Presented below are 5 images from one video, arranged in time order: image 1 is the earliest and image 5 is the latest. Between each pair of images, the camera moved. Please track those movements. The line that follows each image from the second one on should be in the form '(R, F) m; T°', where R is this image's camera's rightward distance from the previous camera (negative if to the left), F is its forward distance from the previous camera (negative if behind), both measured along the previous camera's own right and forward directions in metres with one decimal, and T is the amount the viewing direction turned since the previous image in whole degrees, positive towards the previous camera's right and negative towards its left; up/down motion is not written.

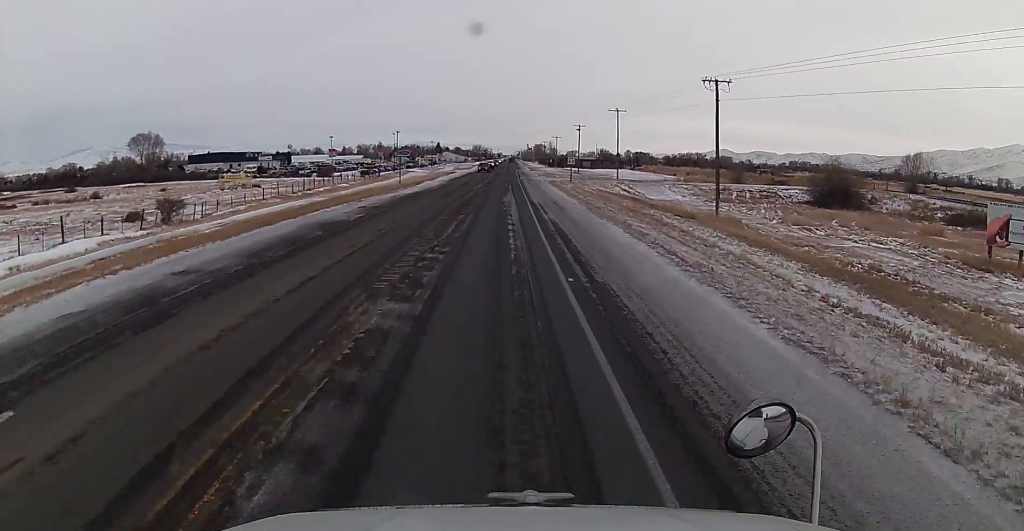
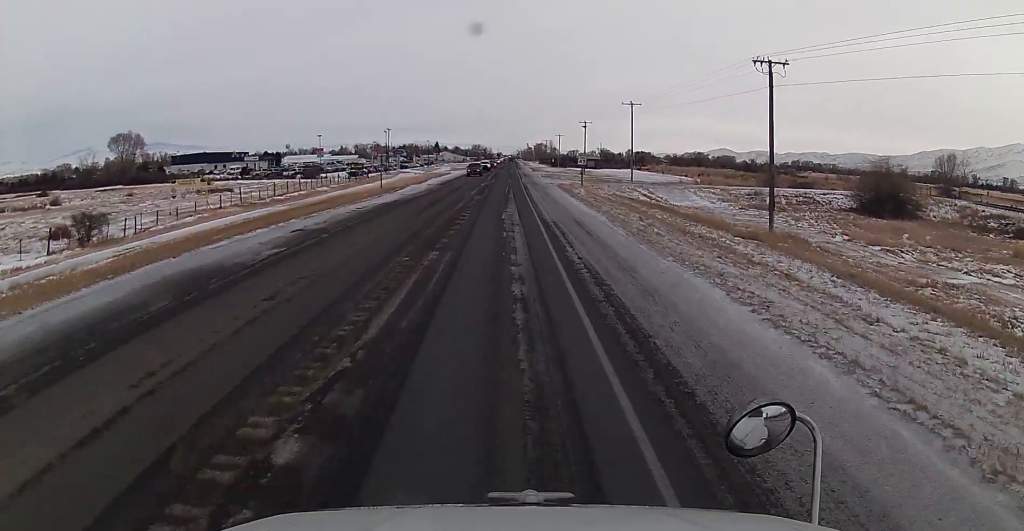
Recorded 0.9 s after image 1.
(+0.5, +12.8) m; -1°
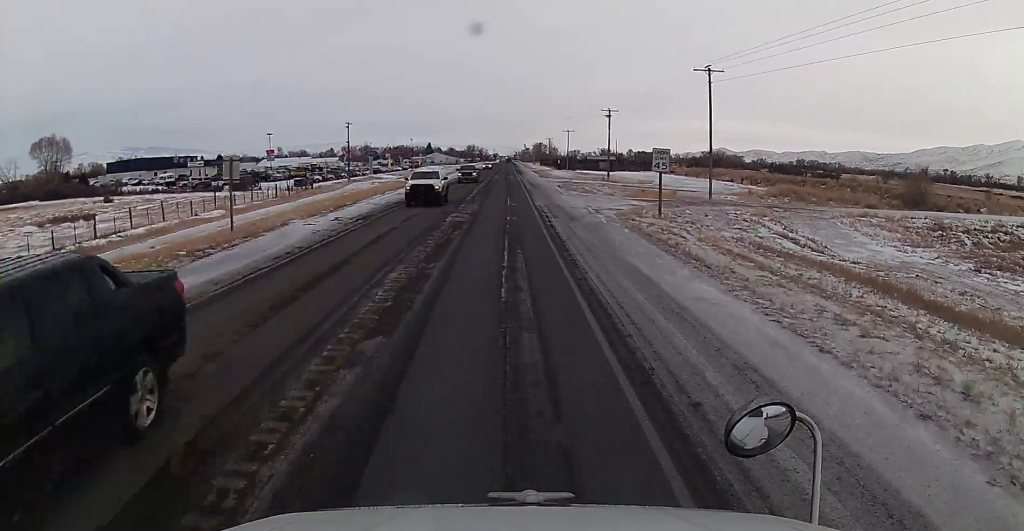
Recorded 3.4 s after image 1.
(-2.0, +38.0) m; -3°
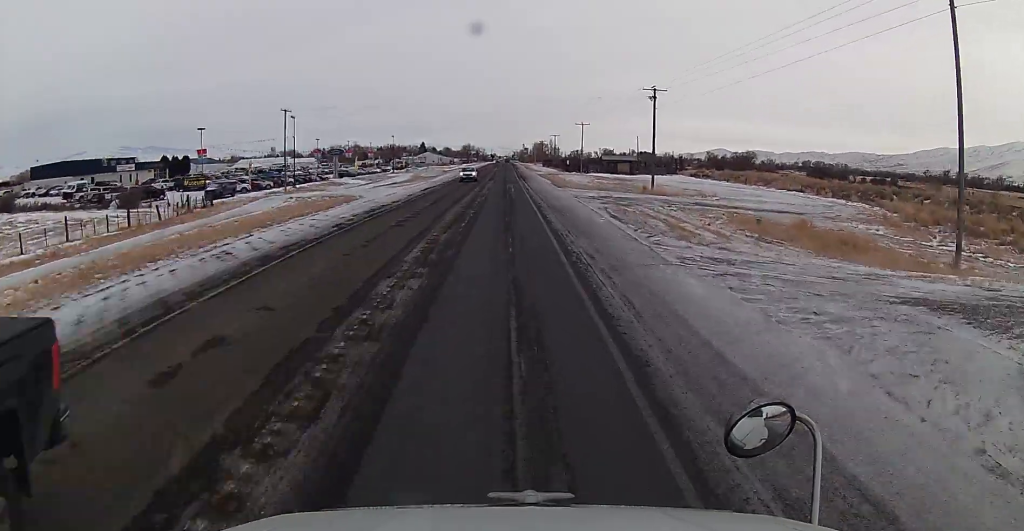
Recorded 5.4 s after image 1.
(-0.6, +32.4) m; -1°
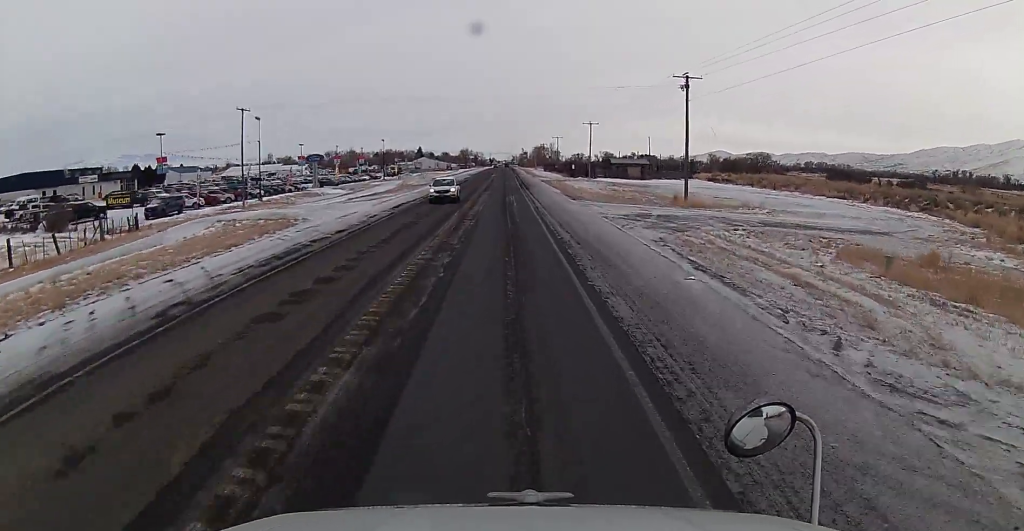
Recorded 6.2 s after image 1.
(+0.1, +14.2) m; 0°
